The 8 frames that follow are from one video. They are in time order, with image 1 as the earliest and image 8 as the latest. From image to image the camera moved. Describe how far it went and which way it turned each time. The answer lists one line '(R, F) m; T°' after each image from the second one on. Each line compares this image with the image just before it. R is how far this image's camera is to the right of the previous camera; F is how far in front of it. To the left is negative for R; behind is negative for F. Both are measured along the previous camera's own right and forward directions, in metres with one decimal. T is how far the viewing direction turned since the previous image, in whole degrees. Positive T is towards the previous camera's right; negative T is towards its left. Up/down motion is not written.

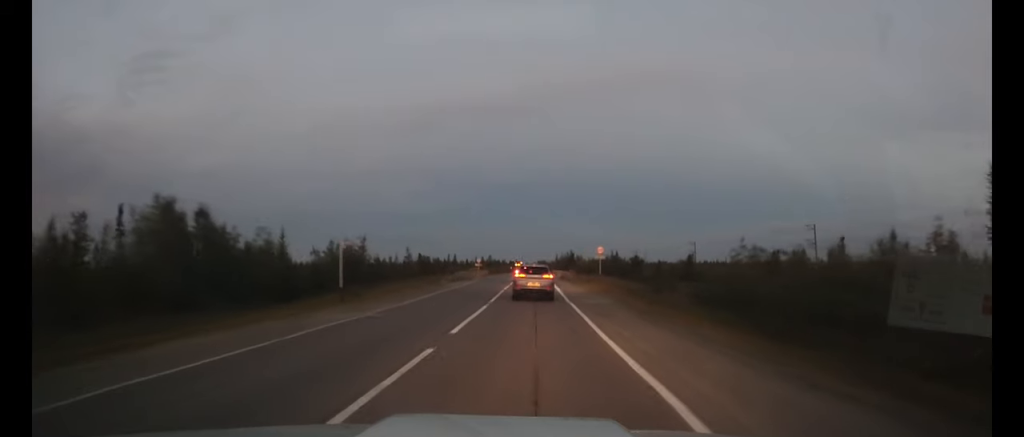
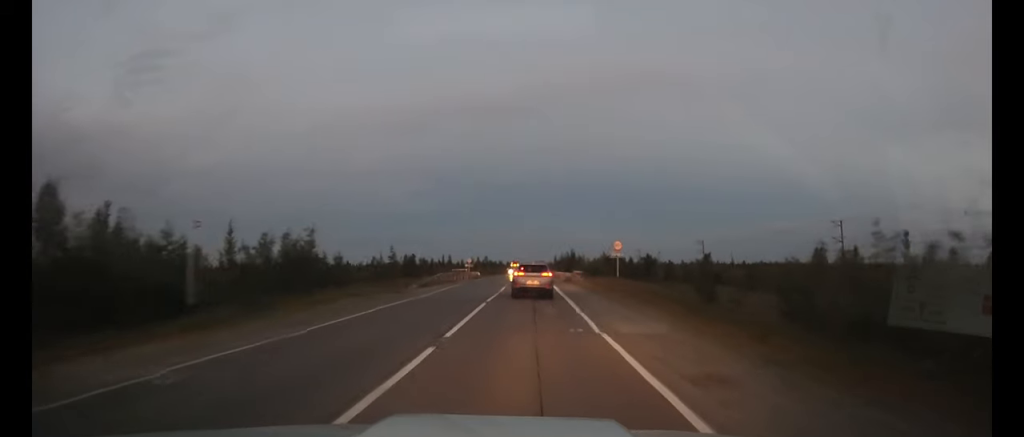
(0.0, +12.2) m; 0°
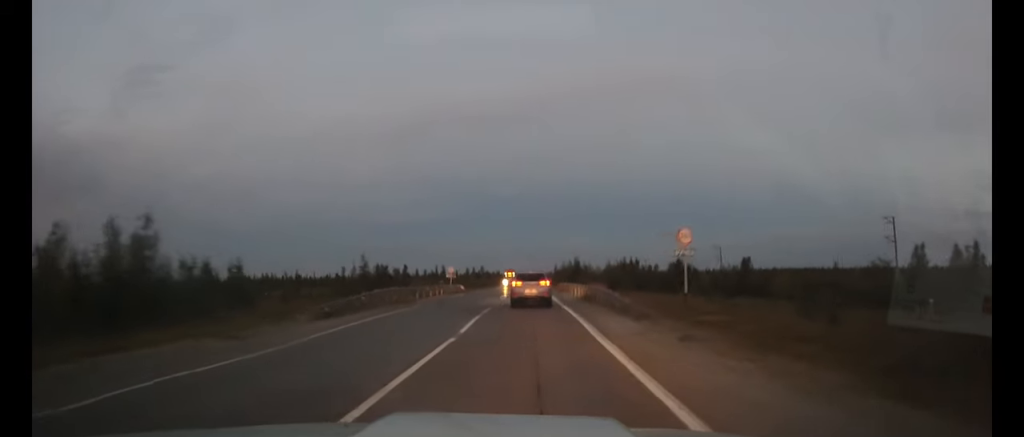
(+0.1, +19.1) m; 0°
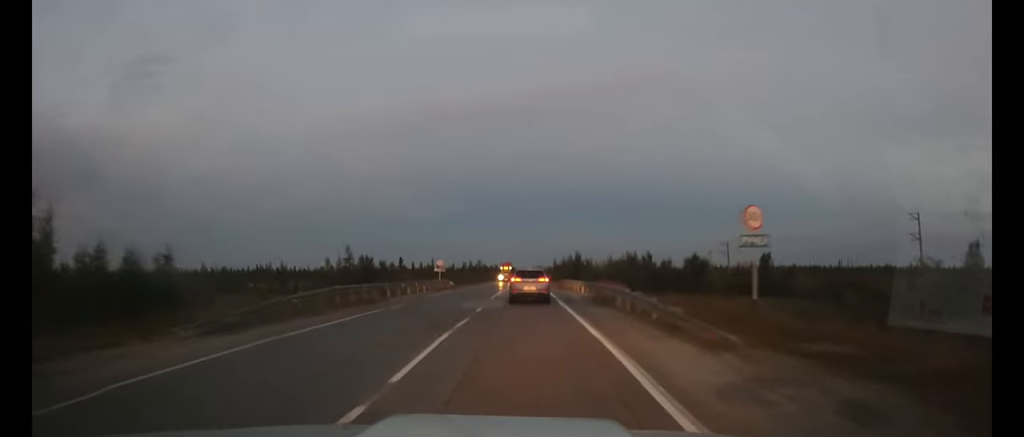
(0.0, +8.0) m; 0°
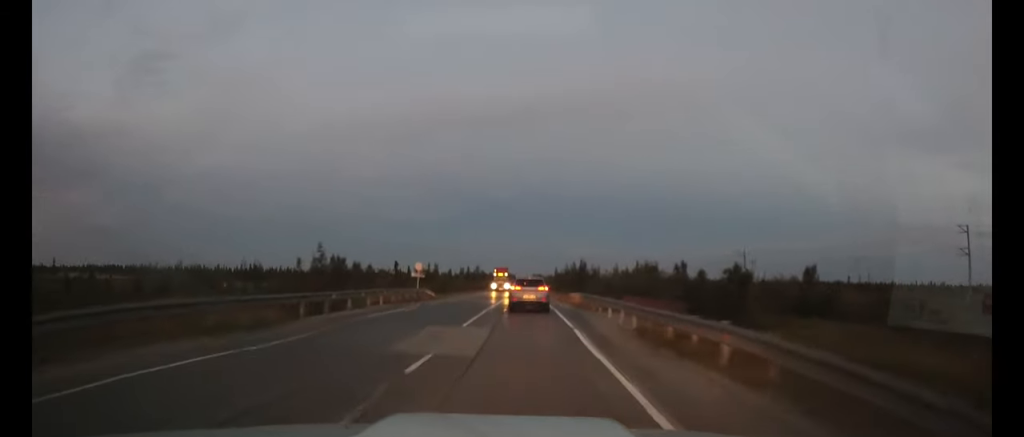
(0.0, +13.4) m; 0°
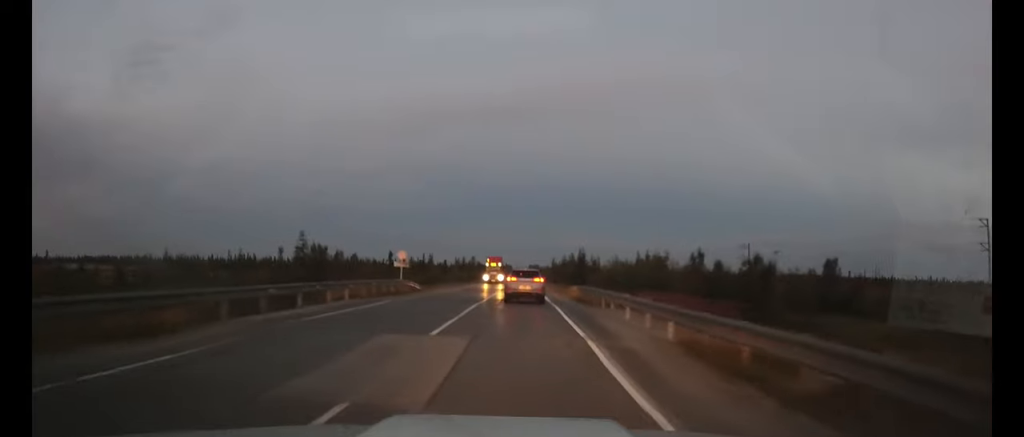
(0.0, +5.8) m; 0°
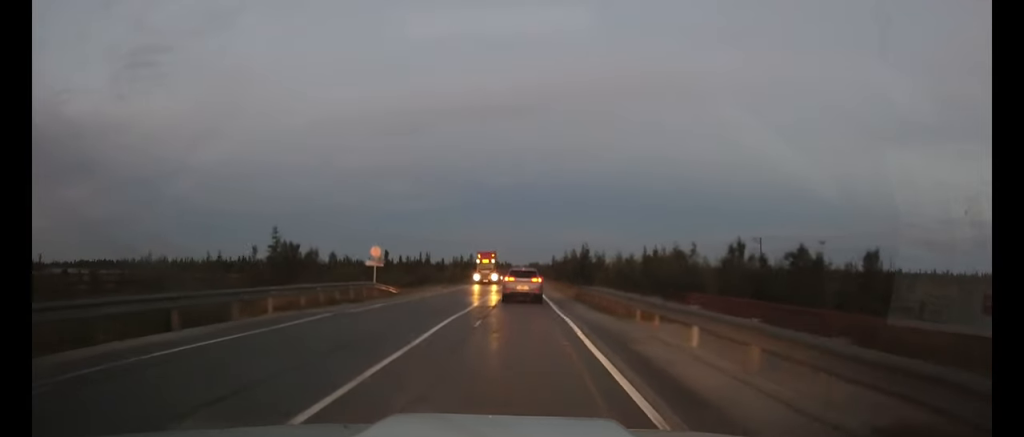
(0.0, +8.5) m; 0°
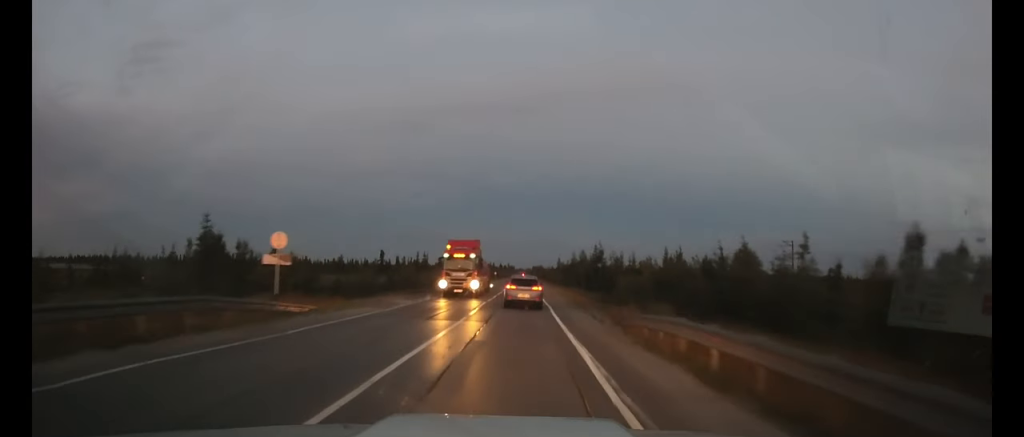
(0.0, +15.9) m; 0°
